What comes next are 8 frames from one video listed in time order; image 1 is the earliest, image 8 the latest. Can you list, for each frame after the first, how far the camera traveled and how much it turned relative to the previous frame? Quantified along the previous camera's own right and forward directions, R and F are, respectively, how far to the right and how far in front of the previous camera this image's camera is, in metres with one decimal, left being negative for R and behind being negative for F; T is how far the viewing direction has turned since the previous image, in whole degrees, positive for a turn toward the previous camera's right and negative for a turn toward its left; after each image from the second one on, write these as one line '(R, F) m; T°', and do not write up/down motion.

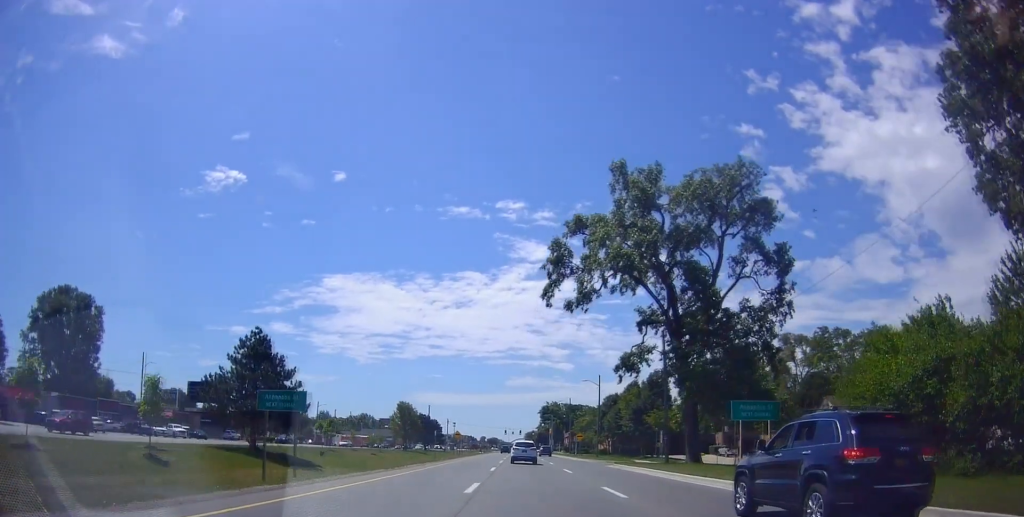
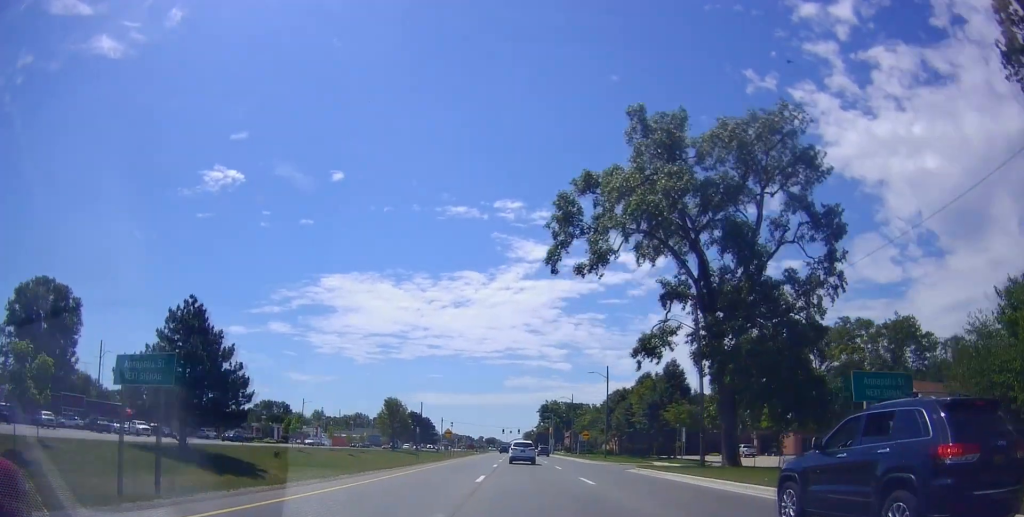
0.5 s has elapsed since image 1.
(+0.1, +9.4) m; +1°
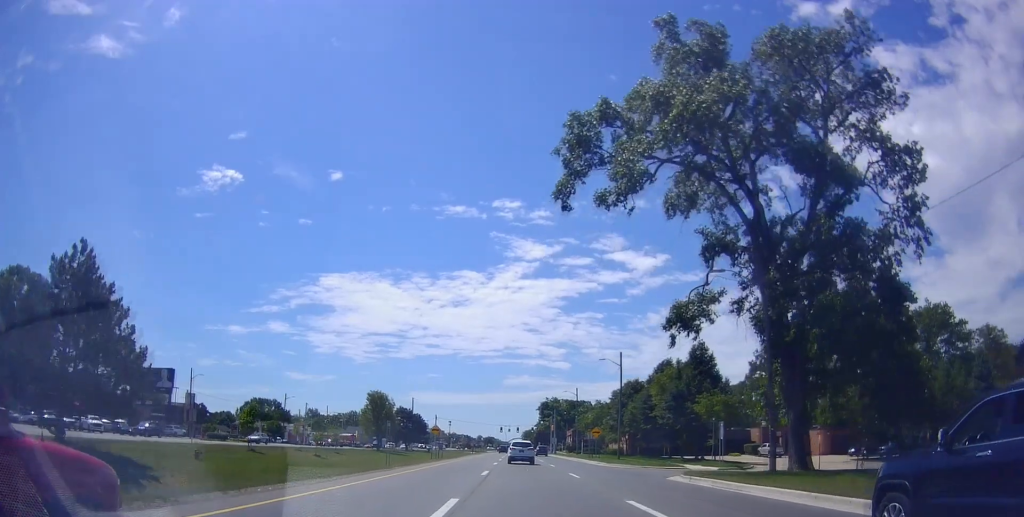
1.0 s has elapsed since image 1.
(0.0, +10.8) m; -1°
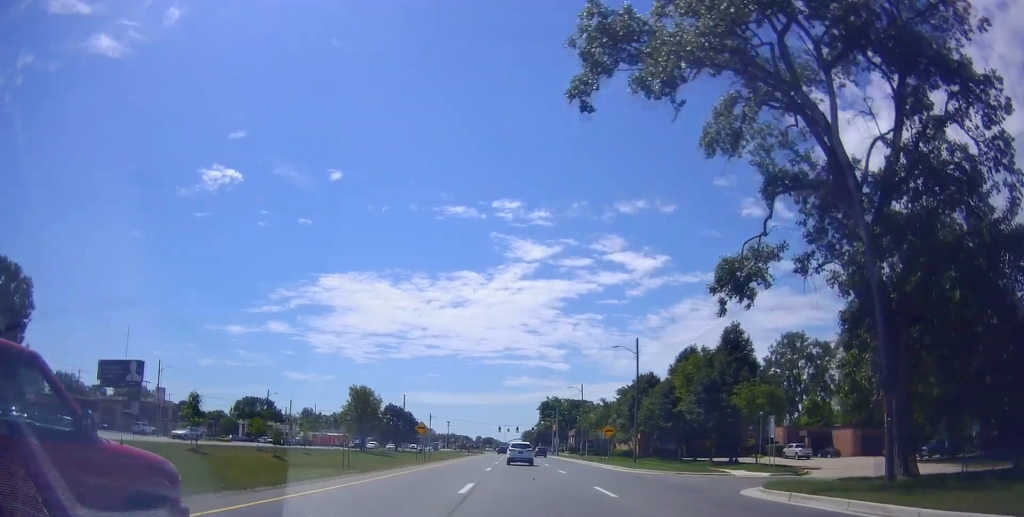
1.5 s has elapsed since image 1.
(+0.1, +9.5) m; -1°
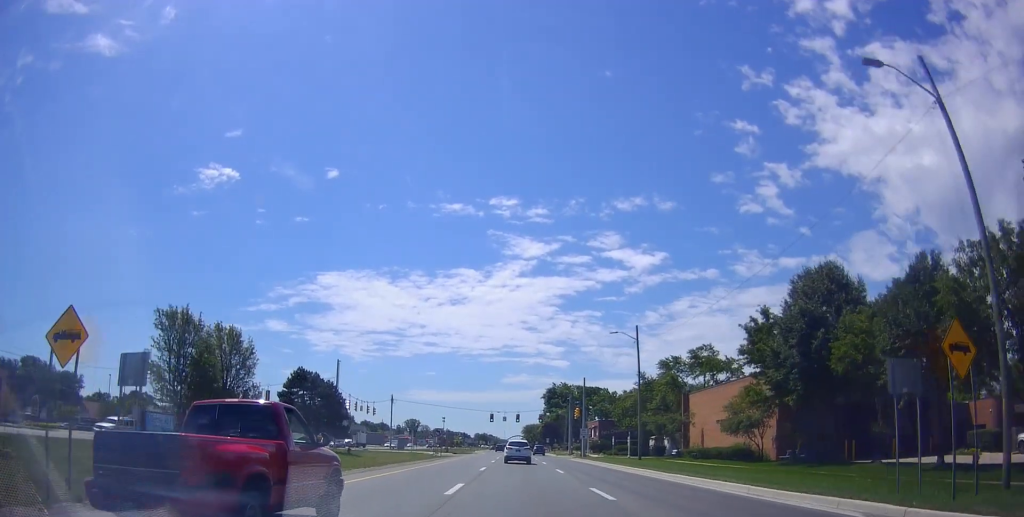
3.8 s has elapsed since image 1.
(-0.3, +46.0) m; 0°
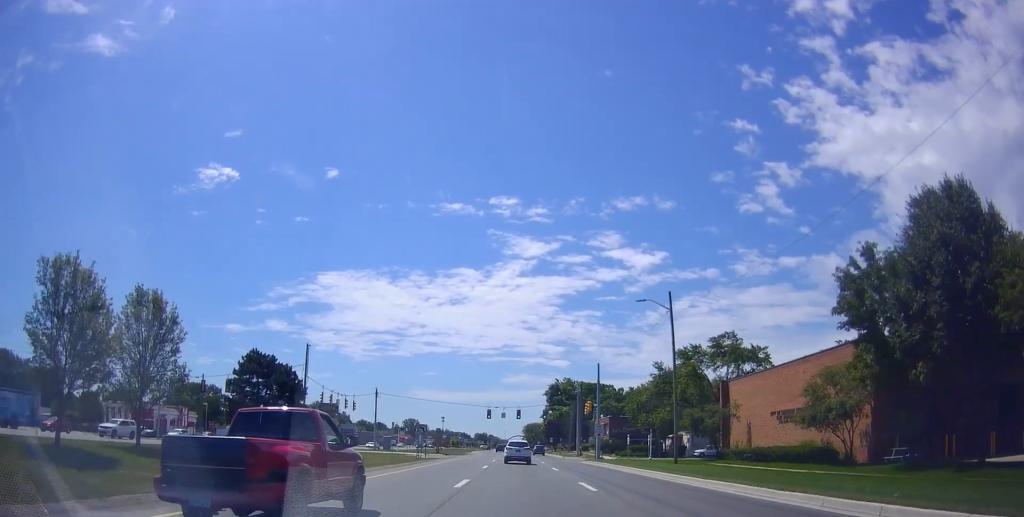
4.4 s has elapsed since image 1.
(-0.5, +11.9) m; 0°
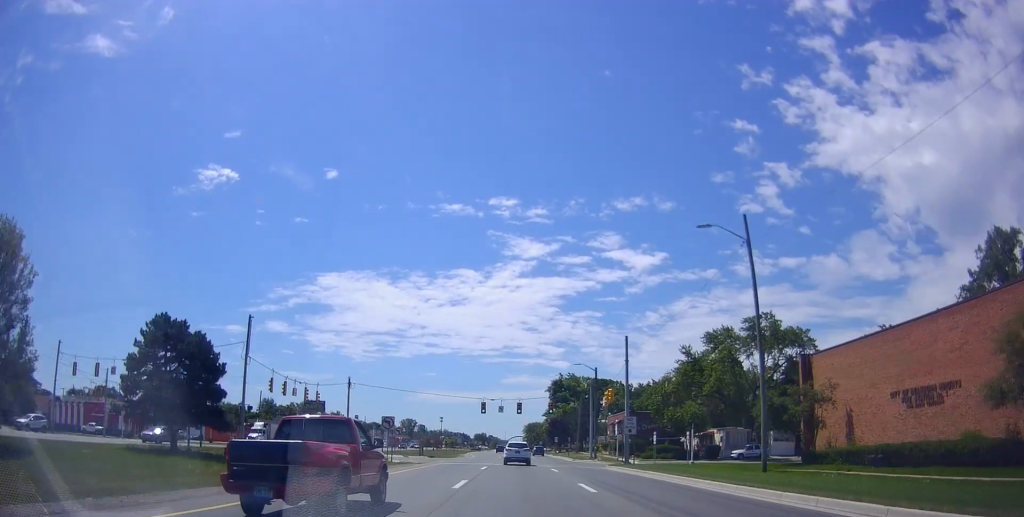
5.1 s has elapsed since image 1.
(+0.2, +15.2) m; +1°
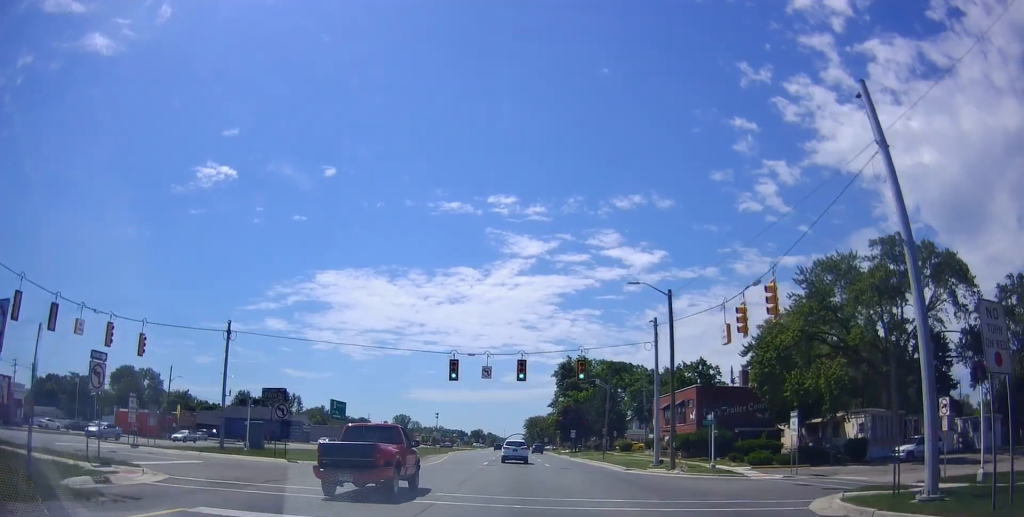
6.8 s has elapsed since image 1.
(+0.7, +33.7) m; +1°
